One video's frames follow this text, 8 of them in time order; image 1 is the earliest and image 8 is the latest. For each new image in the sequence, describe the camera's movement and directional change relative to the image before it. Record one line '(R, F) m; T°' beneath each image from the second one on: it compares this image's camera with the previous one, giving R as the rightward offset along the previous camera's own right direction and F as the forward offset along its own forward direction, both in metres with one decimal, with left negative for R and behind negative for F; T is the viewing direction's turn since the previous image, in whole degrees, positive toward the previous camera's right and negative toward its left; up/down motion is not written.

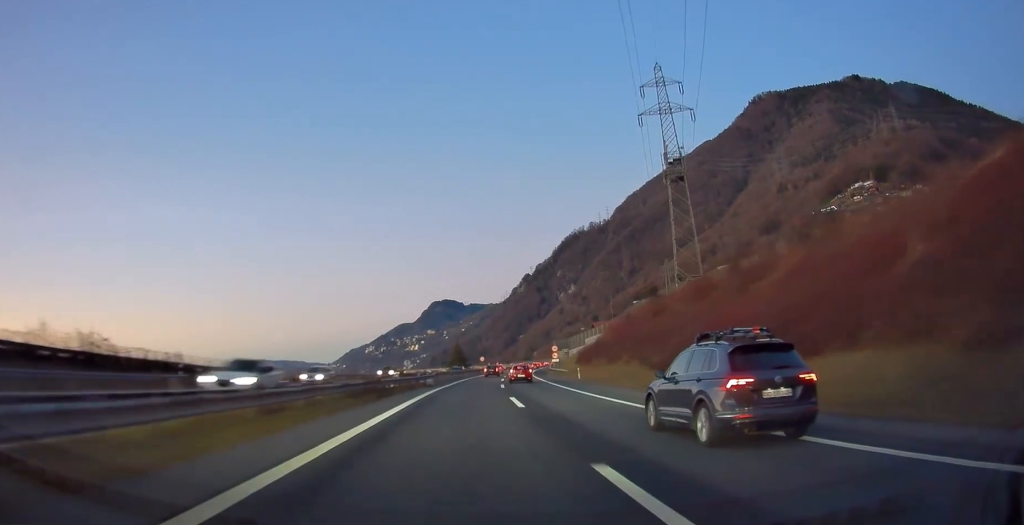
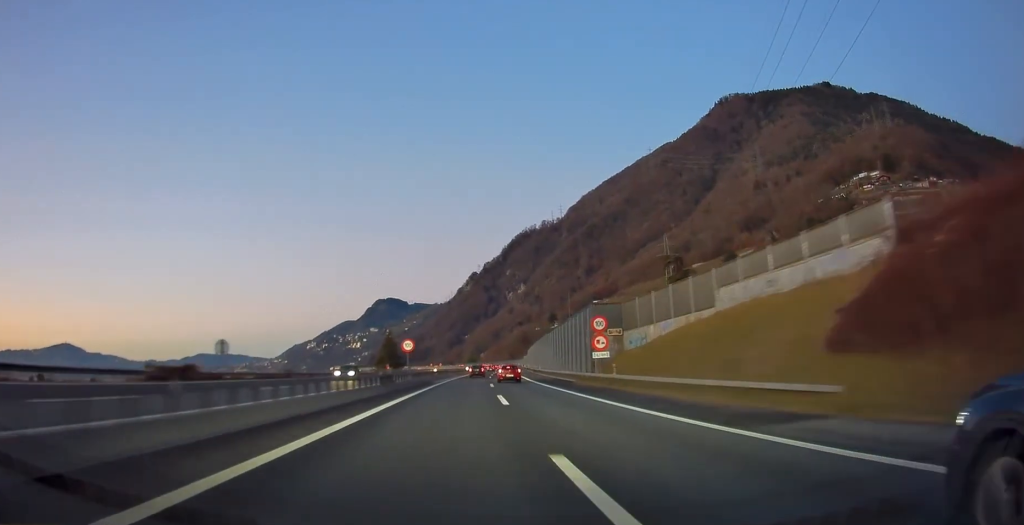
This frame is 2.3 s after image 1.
(+4.3, +66.4) m; +7°
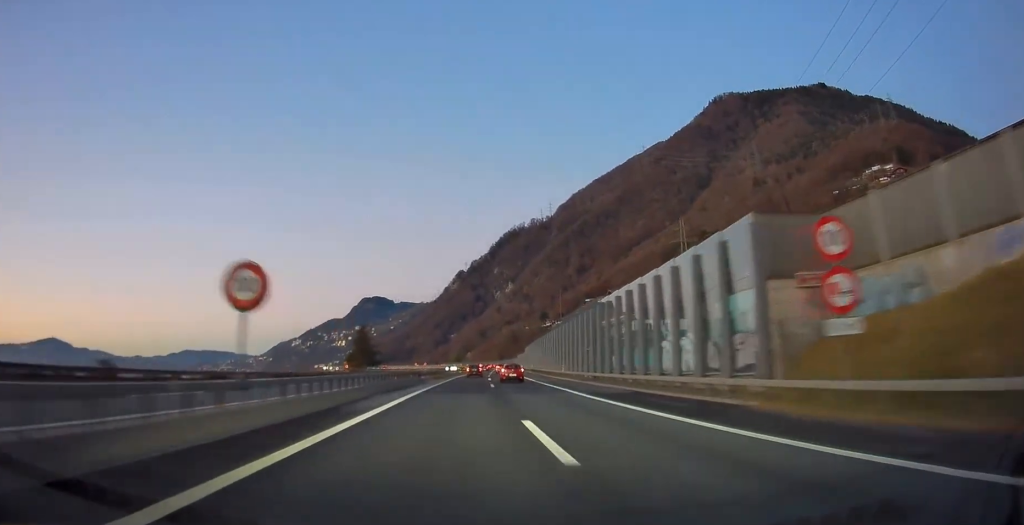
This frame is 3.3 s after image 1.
(+0.4, +27.2) m; +1°
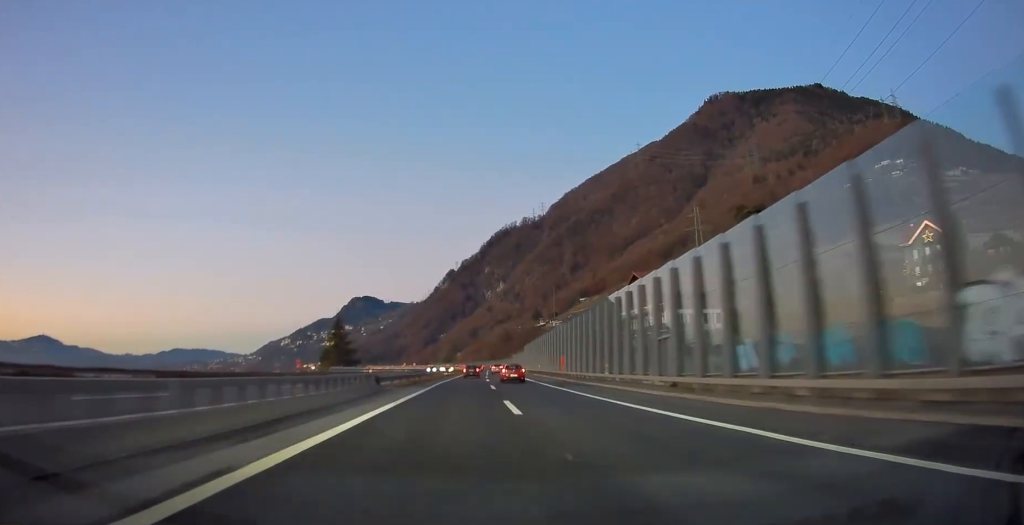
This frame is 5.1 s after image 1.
(+0.9, +44.6) m; +2°
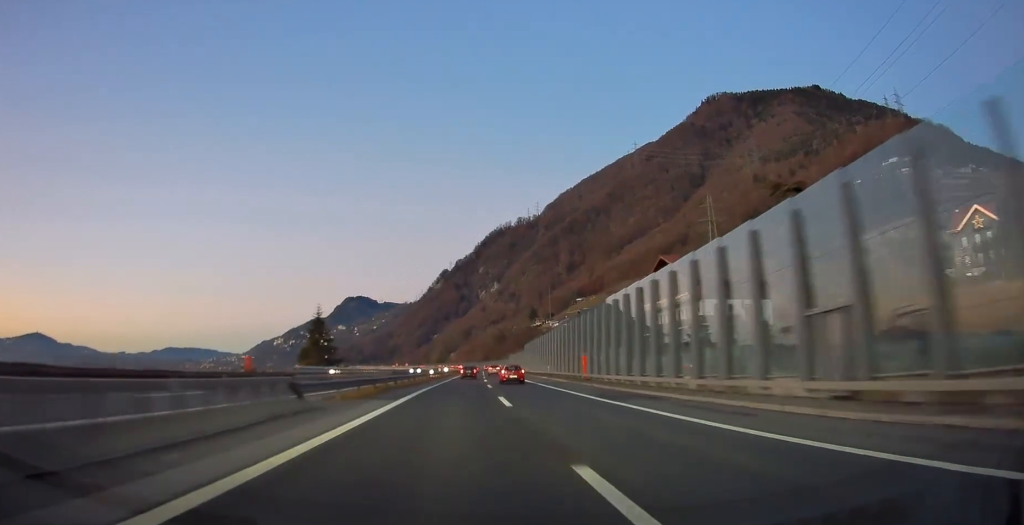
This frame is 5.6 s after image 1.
(+0.1, +12.7) m; +1°
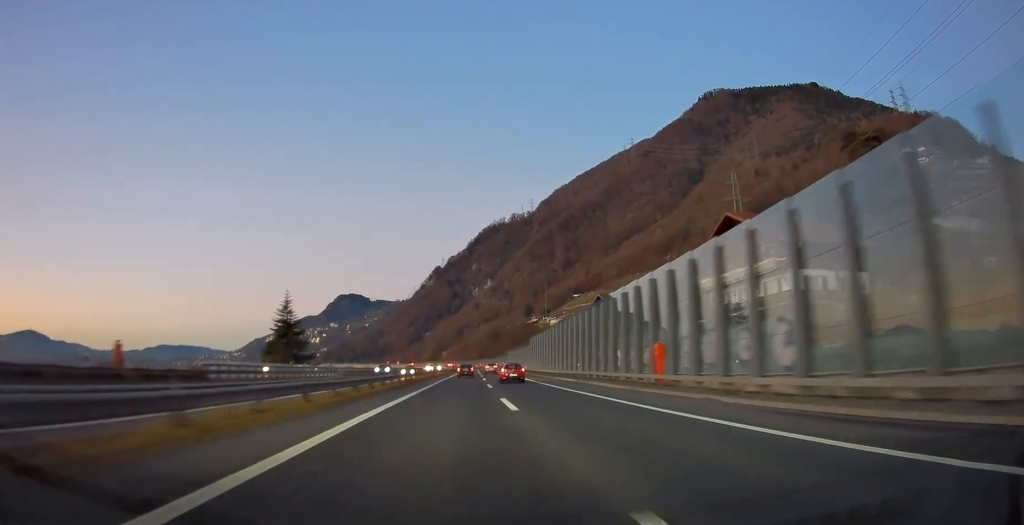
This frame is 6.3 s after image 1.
(+0.1, +17.9) m; +1°
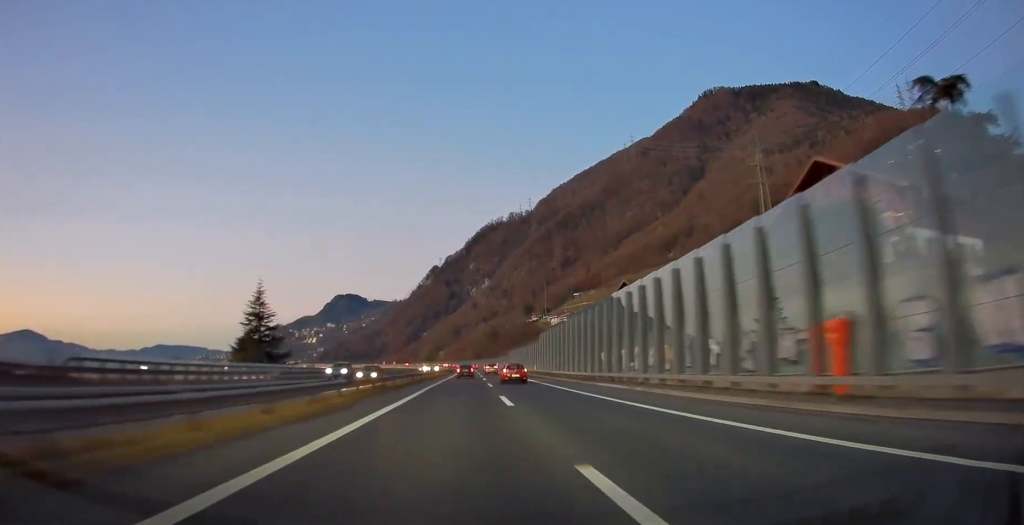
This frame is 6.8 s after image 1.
(+0.1, +14.8) m; 0°
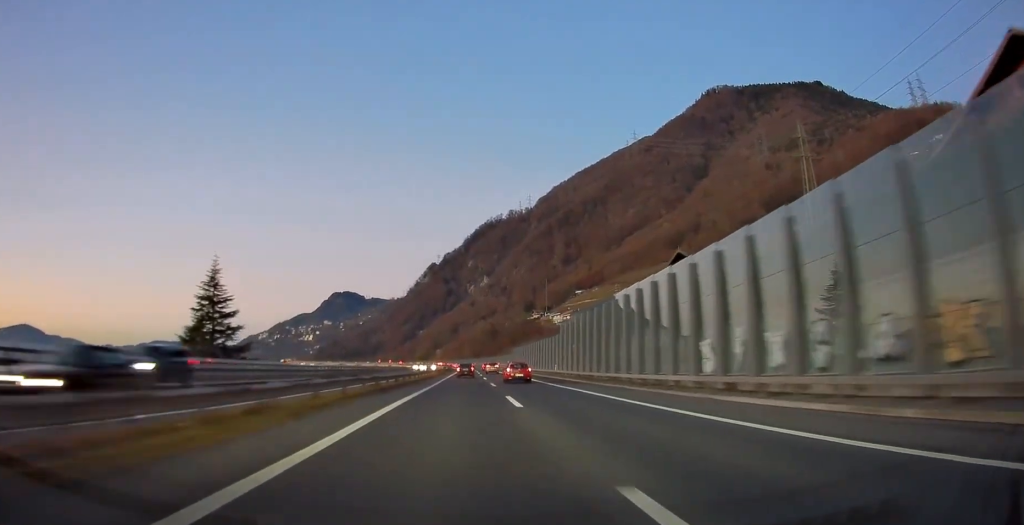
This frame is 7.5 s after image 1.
(+0.1, +17.9) m; 0°
